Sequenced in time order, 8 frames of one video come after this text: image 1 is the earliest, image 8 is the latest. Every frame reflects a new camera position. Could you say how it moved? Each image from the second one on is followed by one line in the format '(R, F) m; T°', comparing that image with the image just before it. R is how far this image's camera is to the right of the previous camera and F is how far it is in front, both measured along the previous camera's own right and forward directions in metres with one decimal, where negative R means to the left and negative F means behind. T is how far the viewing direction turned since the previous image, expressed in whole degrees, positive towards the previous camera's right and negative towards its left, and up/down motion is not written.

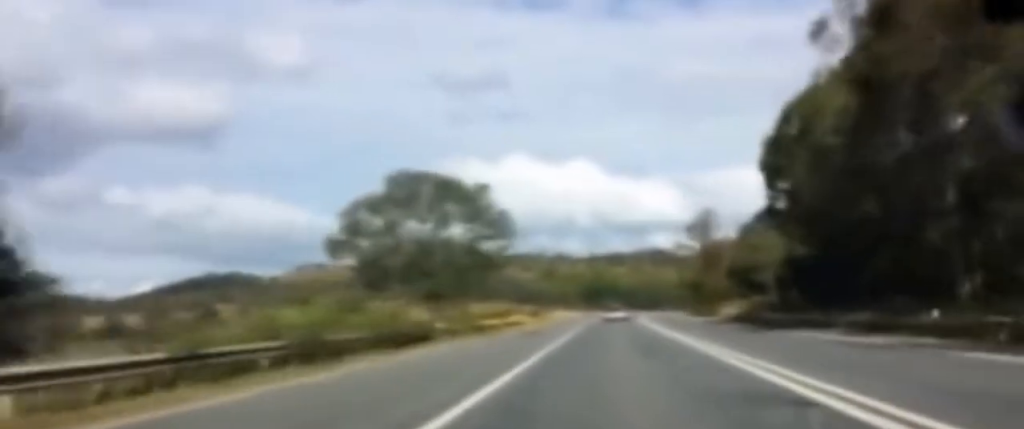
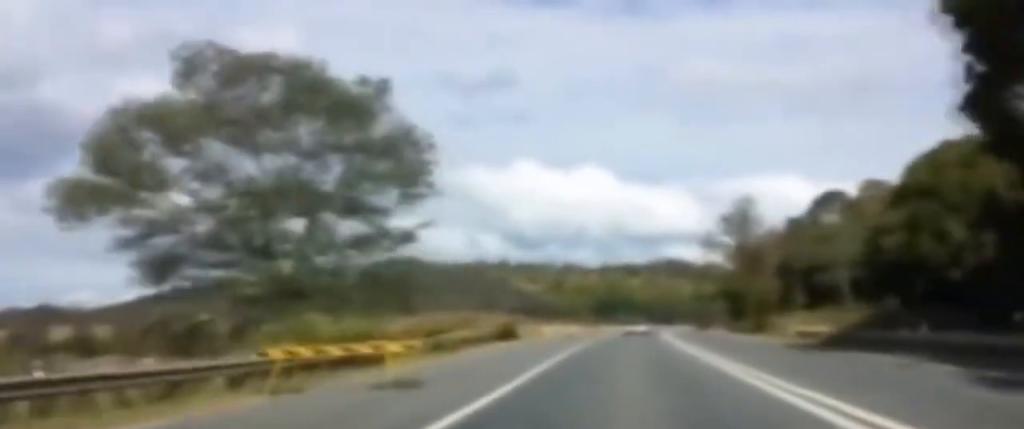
(+0.1, +25.3) m; +1°
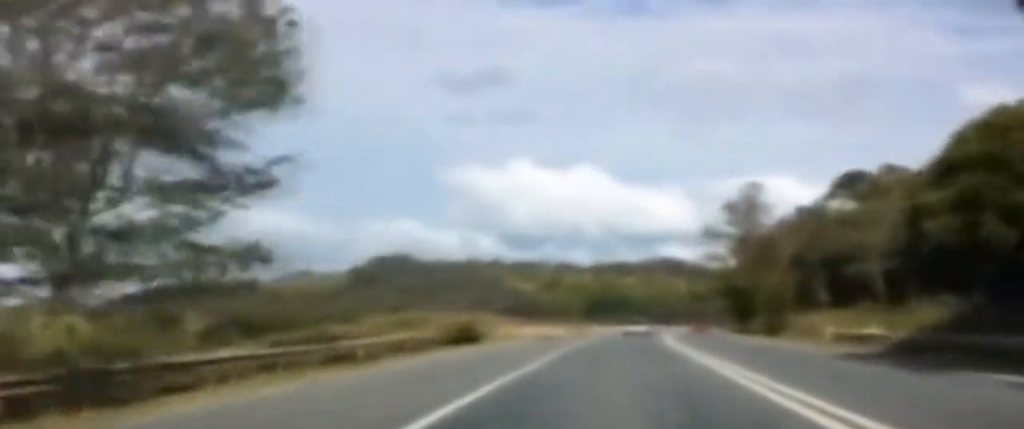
(+0.1, +11.6) m; +1°
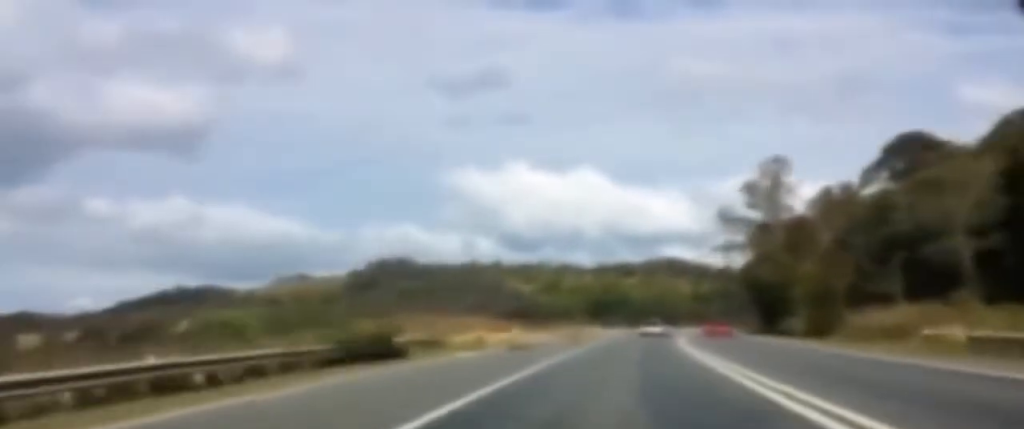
(+0.3, +16.1) m; 0°
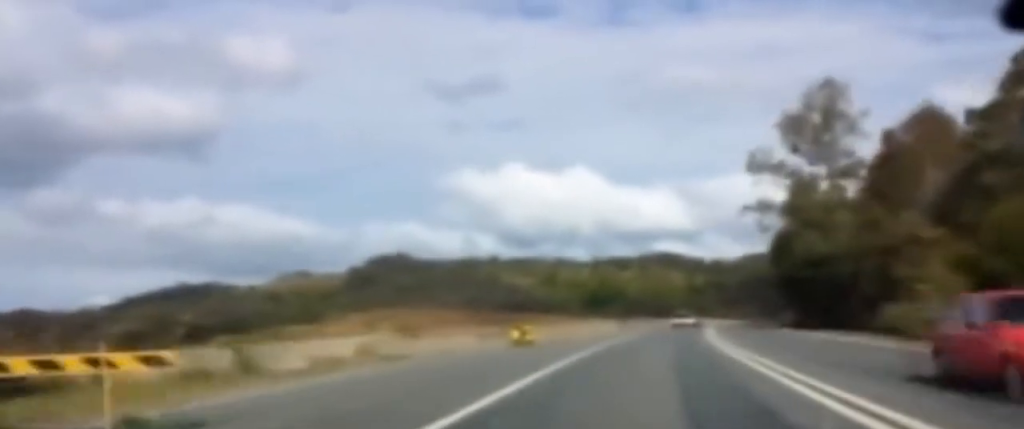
(-0.1, +29.5) m; 0°
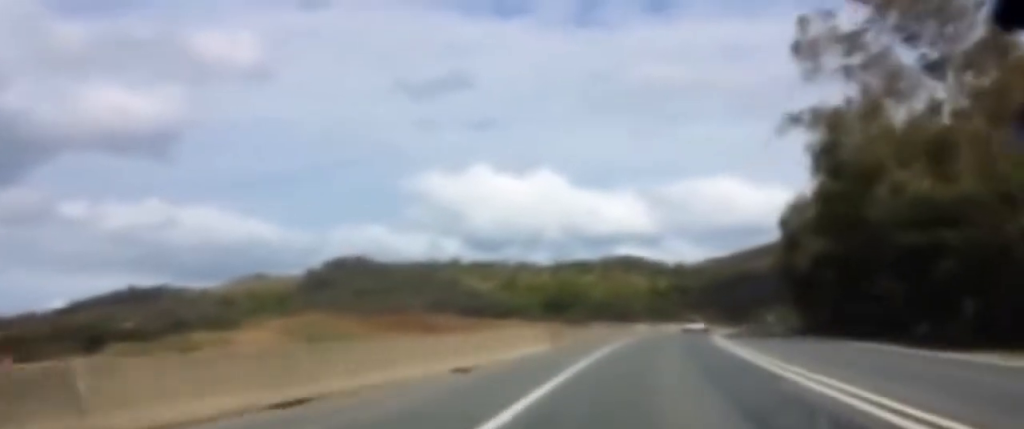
(+0.3, +28.2) m; +1°
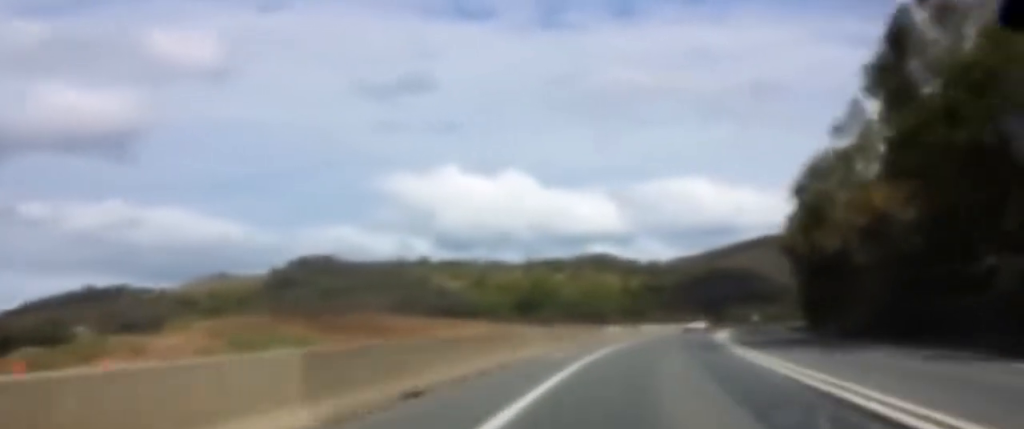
(+0.2, +17.8) m; +2°
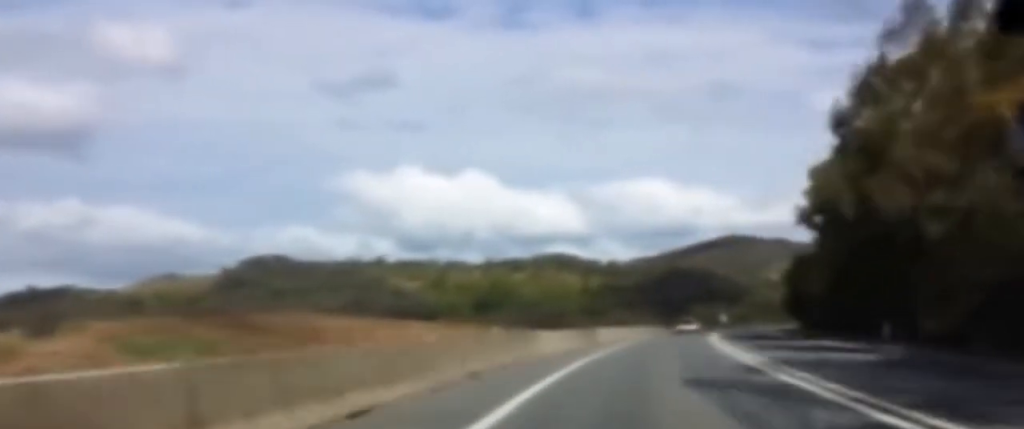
(+0.5, +20.0) m; +2°
